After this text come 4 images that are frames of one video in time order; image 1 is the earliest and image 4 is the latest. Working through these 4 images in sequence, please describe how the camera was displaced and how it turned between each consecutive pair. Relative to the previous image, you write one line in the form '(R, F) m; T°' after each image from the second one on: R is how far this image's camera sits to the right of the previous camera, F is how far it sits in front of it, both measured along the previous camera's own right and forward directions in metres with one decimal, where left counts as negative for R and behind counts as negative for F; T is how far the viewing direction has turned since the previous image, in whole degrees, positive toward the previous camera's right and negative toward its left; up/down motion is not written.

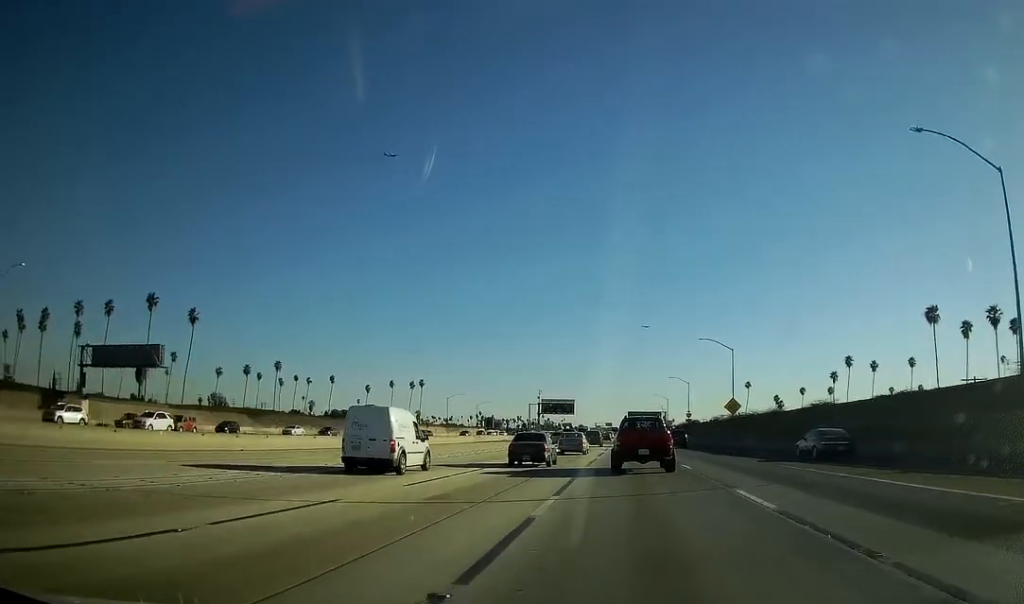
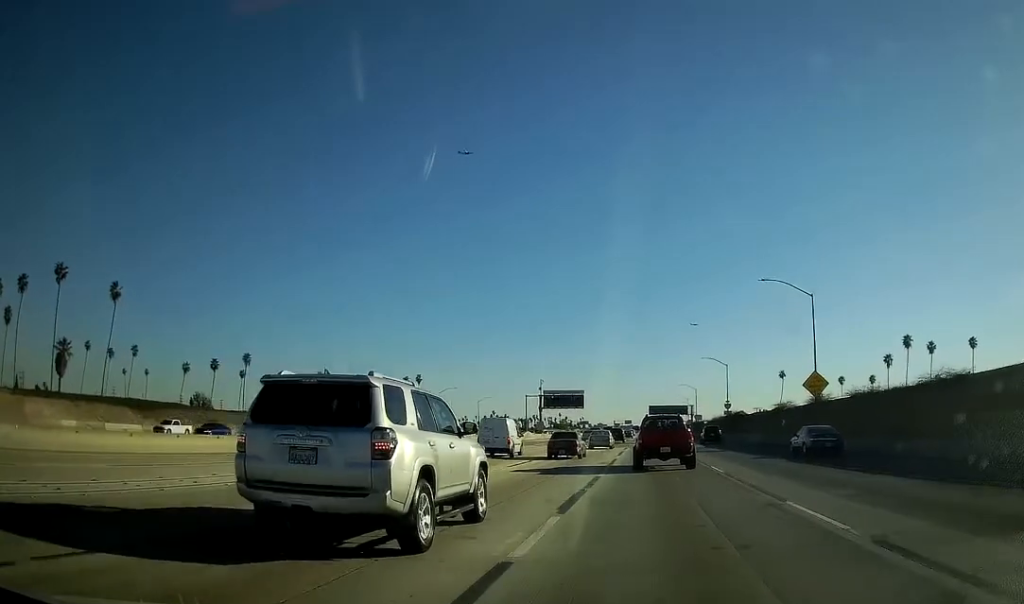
(-0.5, +33.9) m; -1°
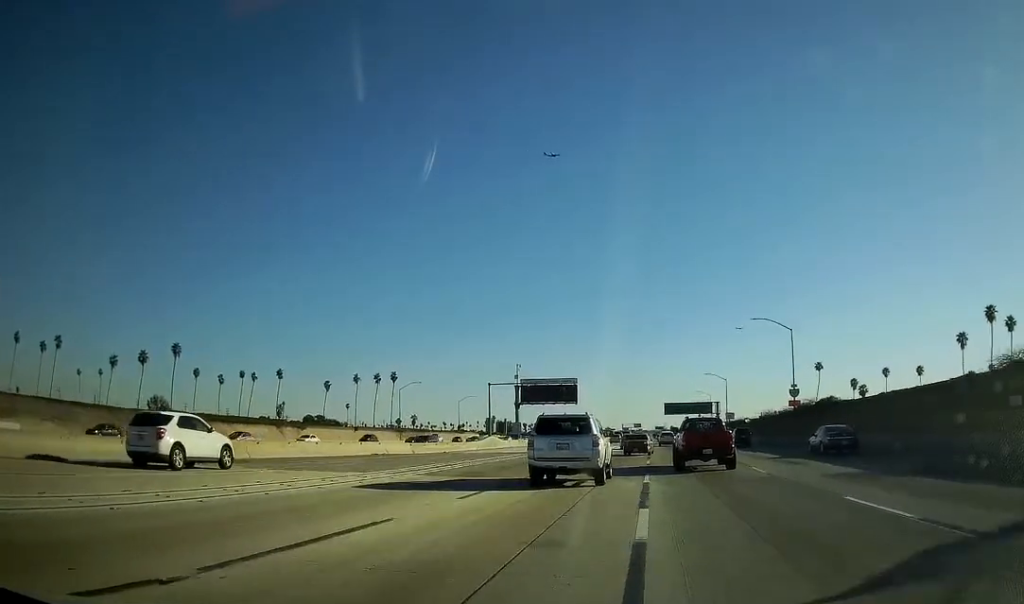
(-0.4, +42.2) m; -2°
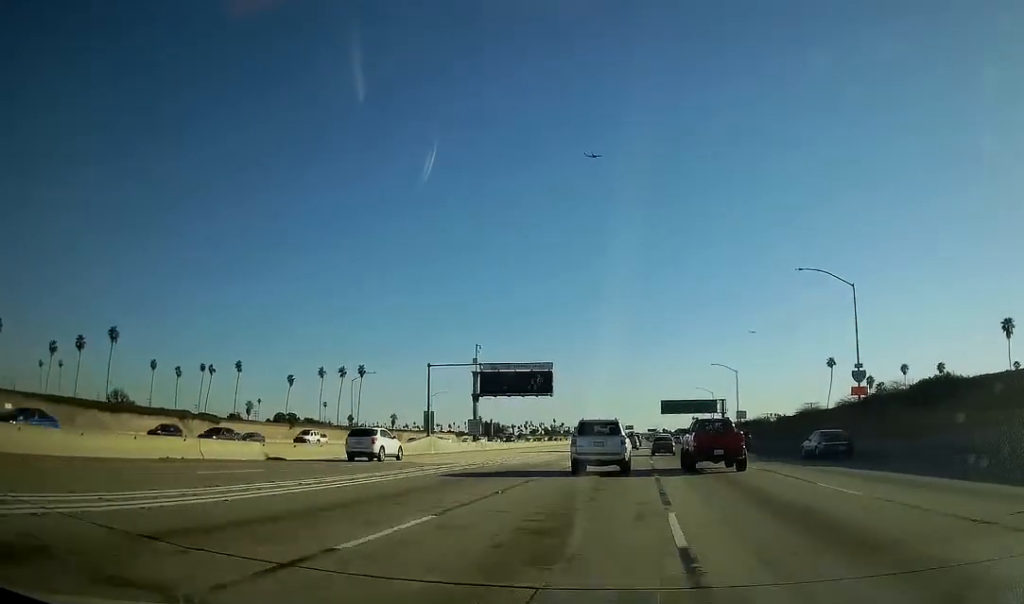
(-0.2, +23.9) m; +1°
